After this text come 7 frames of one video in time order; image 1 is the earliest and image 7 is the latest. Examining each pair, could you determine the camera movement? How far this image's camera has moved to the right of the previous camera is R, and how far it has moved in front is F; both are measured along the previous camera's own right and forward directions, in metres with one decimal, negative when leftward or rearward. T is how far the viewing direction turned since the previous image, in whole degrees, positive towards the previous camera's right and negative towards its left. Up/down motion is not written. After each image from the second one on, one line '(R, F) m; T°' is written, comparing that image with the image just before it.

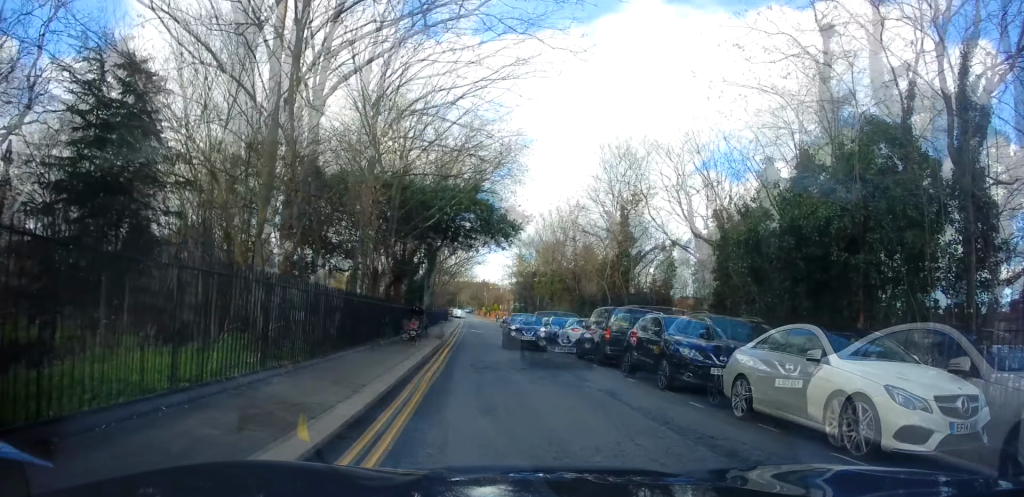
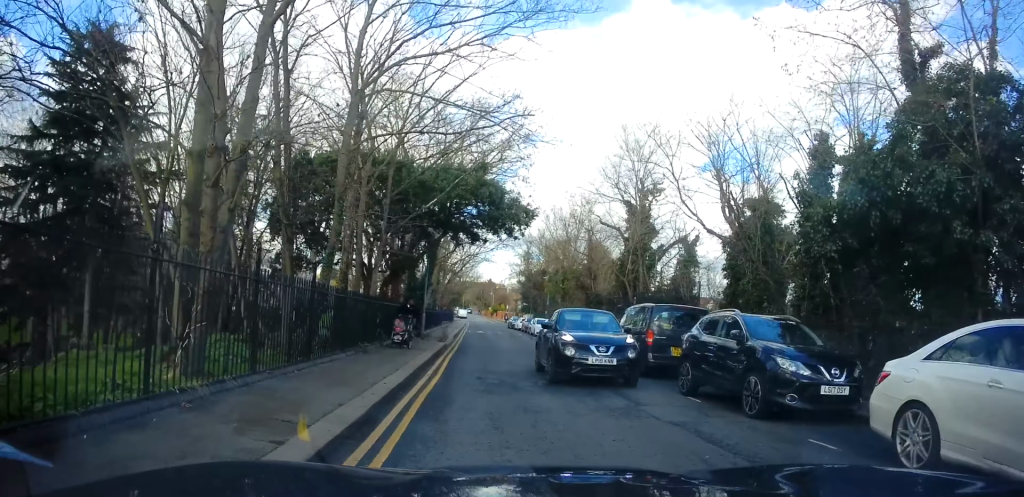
(-0.1, +1.8) m; -2°
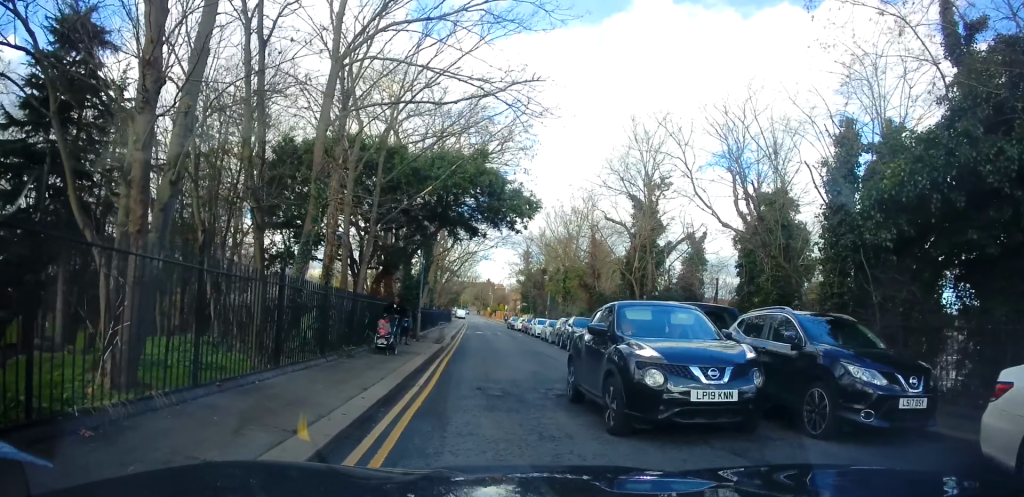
(0.0, +2.6) m; 0°
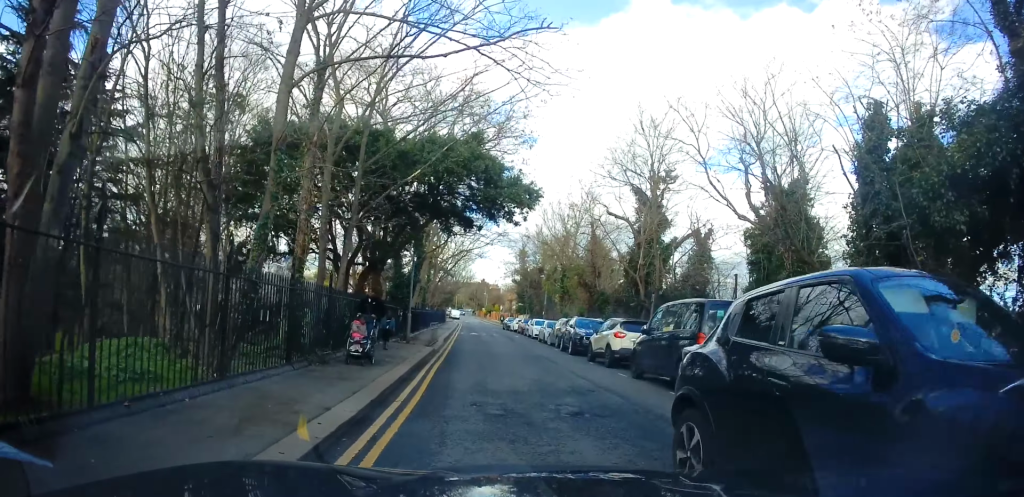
(0.0, +2.5) m; 0°
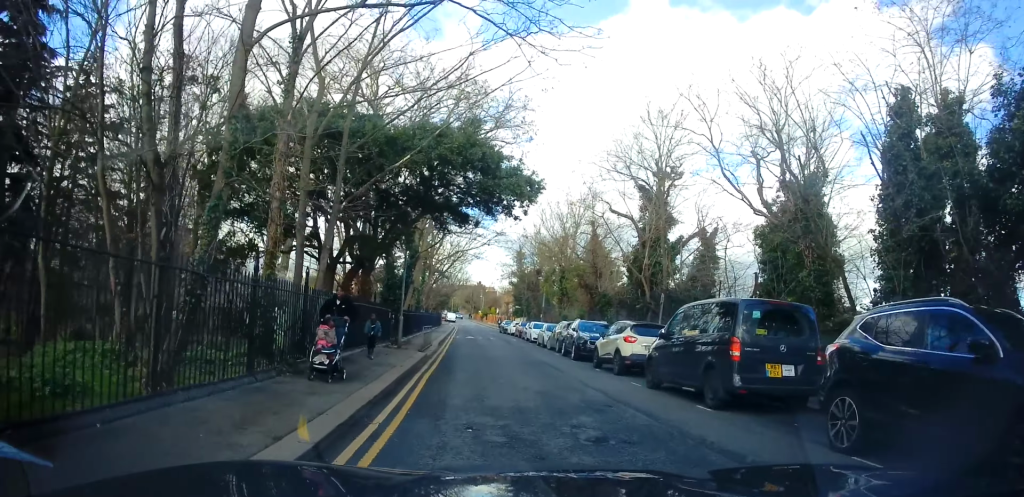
(0.0, +1.9) m; +4°
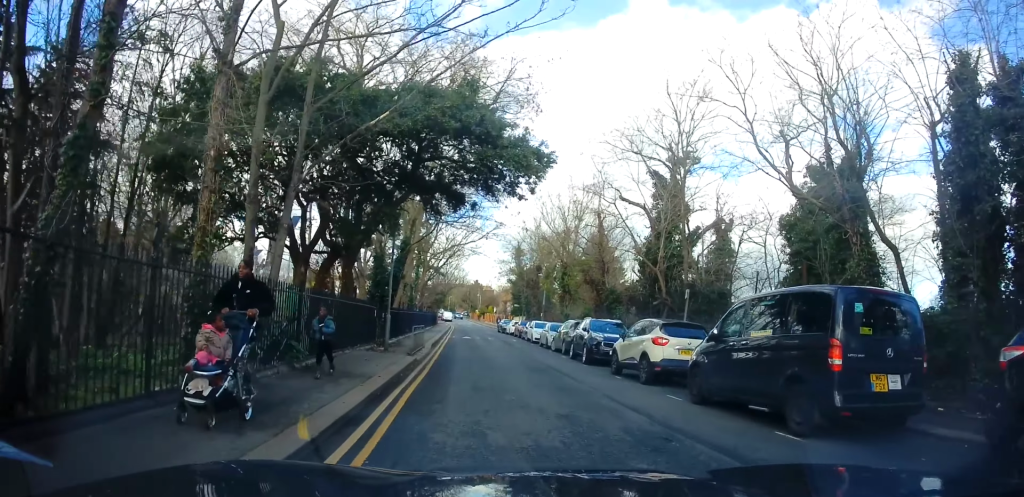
(+0.2, +2.9) m; +6°
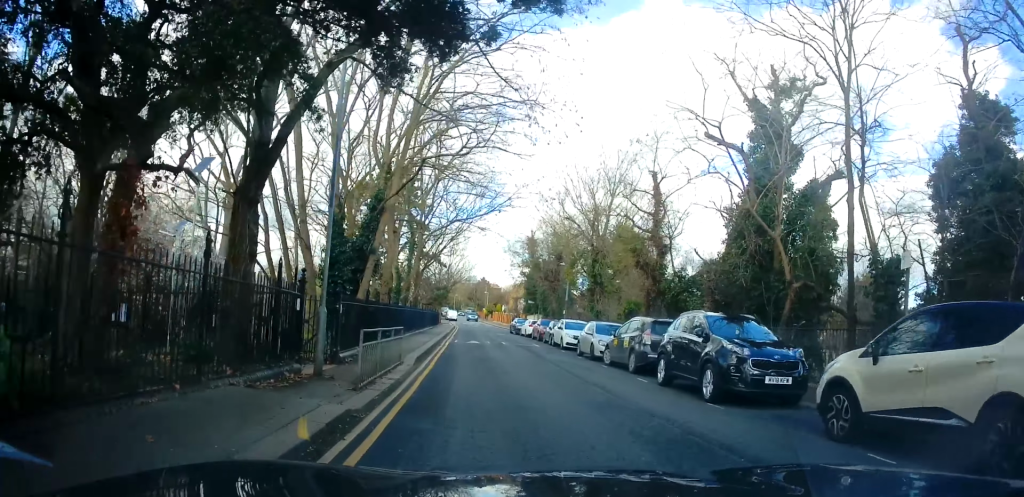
(-0.7, +9.8) m; -6°
